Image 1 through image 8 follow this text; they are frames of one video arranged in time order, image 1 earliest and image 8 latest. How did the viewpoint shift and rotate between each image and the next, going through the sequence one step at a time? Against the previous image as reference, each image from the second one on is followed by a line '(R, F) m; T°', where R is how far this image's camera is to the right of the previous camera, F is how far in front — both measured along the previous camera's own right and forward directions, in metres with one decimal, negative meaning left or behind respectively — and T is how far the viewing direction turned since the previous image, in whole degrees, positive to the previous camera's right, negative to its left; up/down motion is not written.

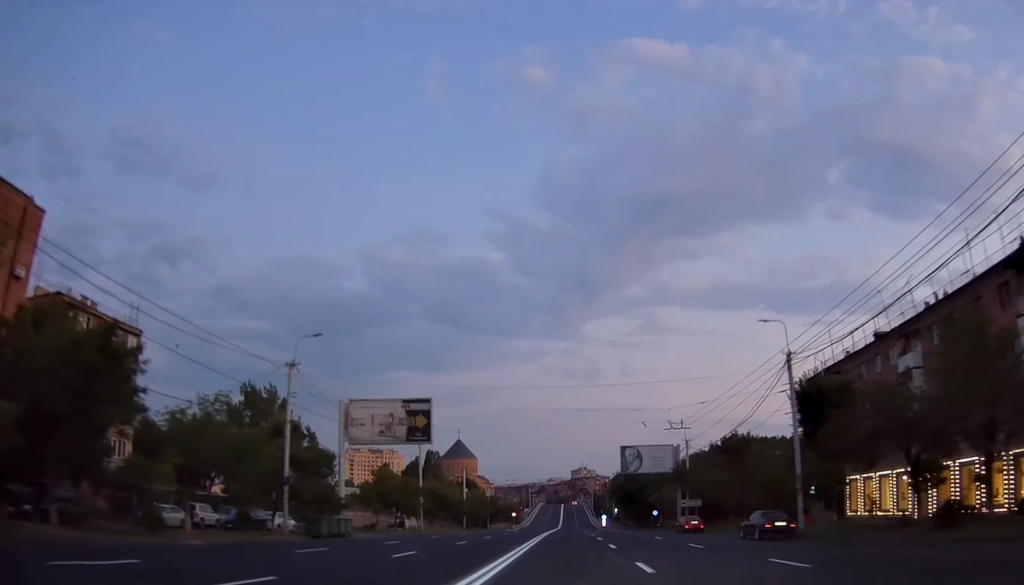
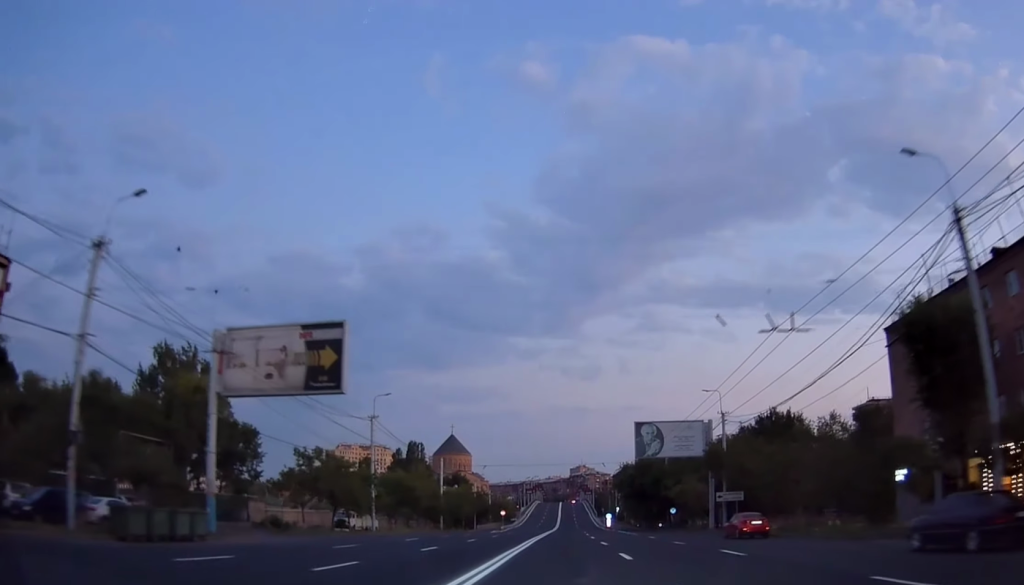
(-0.2, +19.1) m; -1°
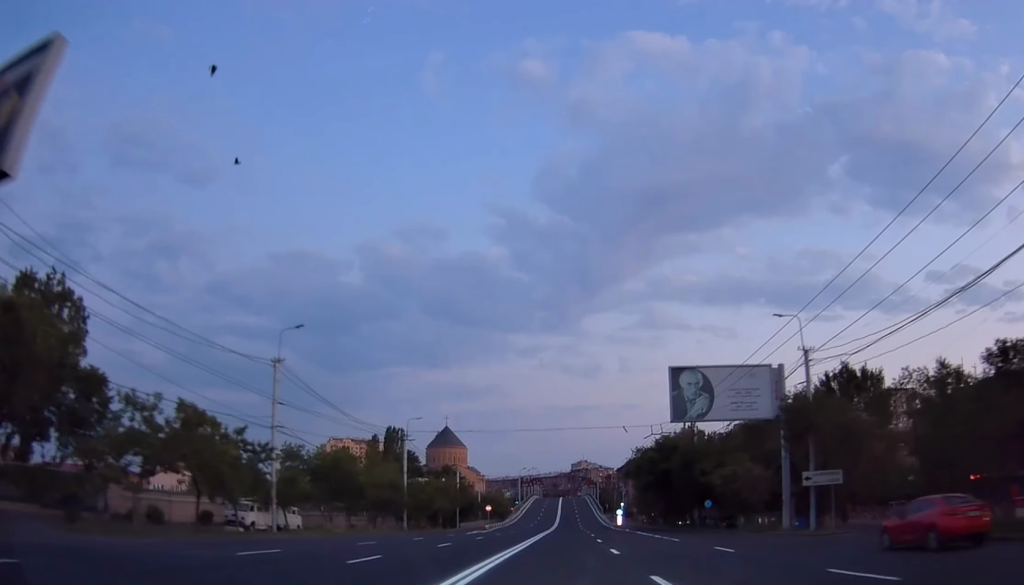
(+0.2, +21.4) m; 0°
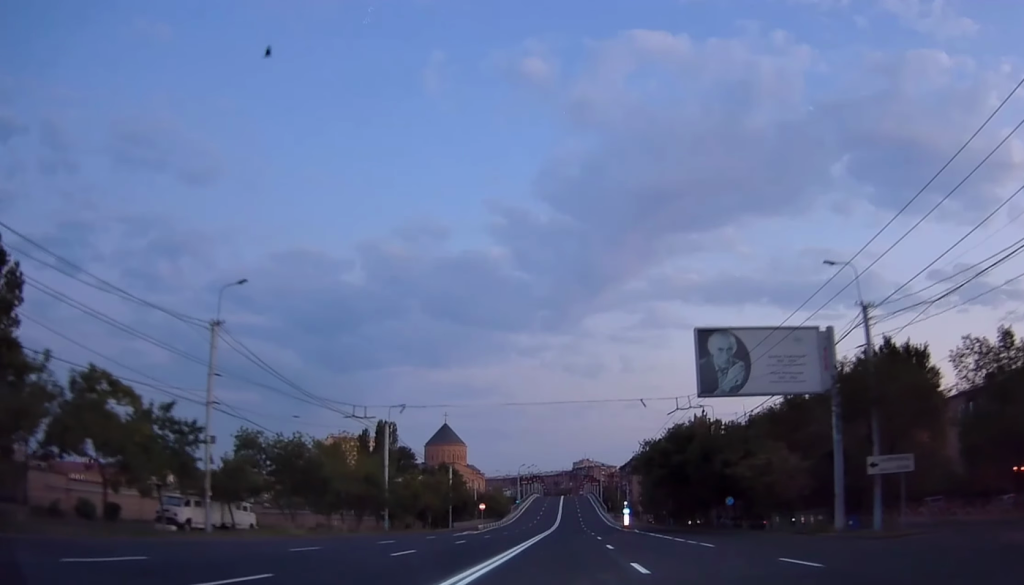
(+0.1, +7.9) m; 0°
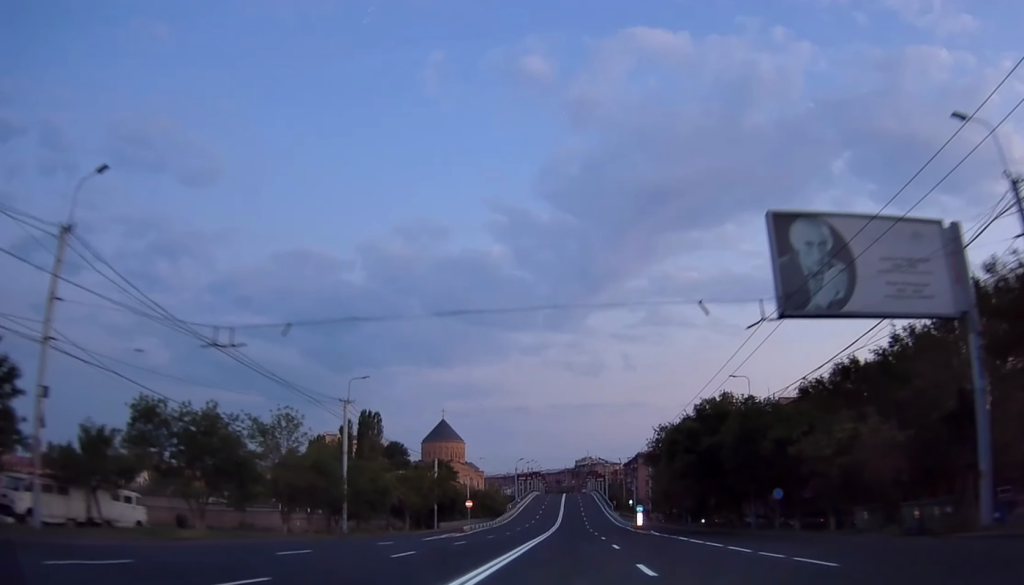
(-0.5, +12.9) m; -1°
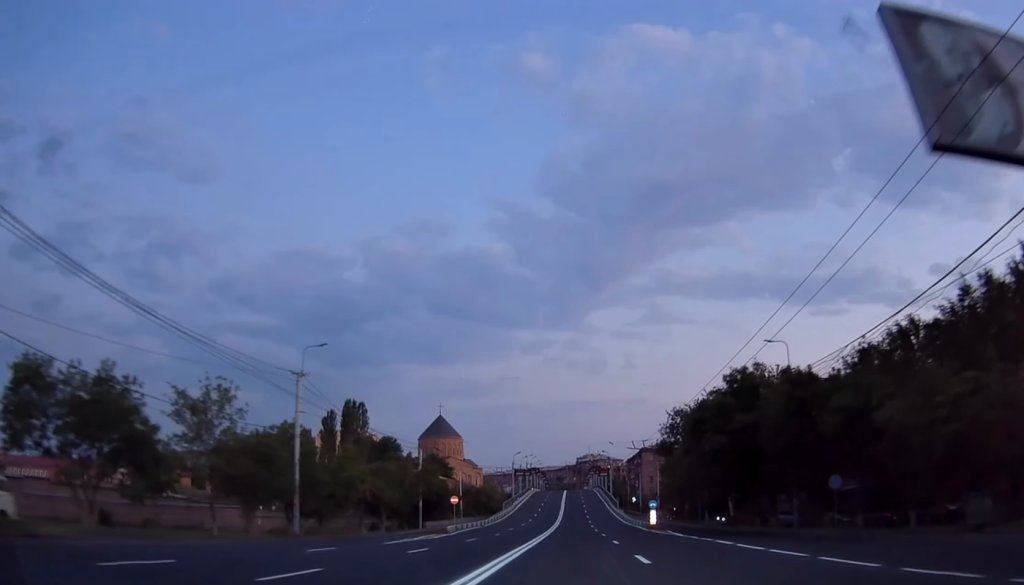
(+0.2, +9.7) m; 0°
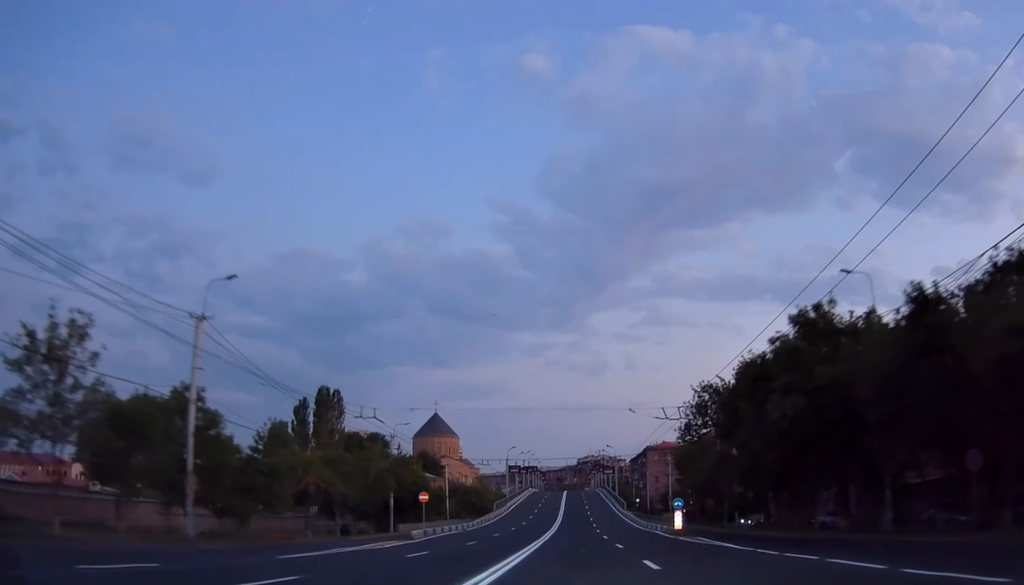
(+0.2, +13.1) m; 0°
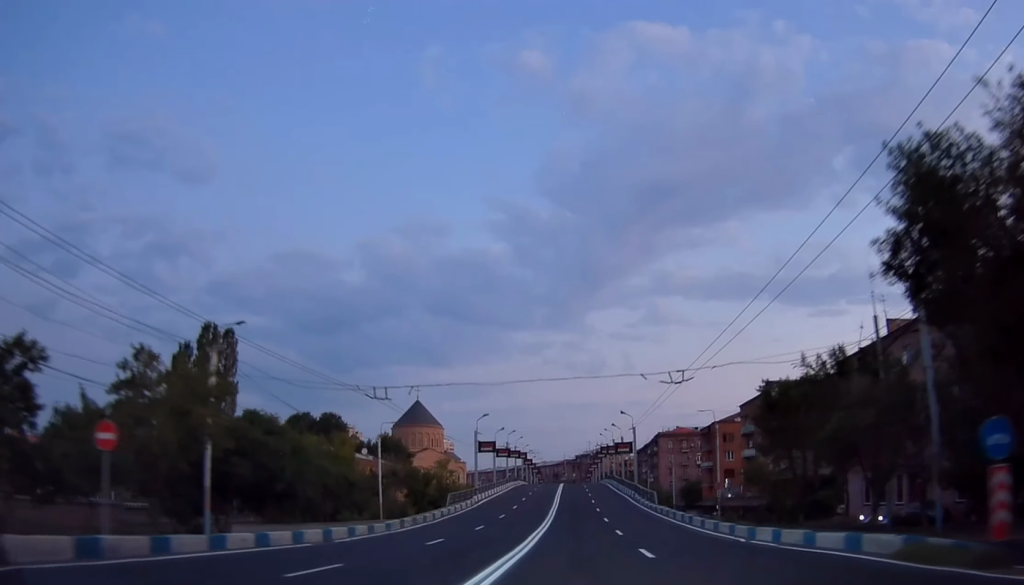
(-0.4, +34.0) m; -2°
